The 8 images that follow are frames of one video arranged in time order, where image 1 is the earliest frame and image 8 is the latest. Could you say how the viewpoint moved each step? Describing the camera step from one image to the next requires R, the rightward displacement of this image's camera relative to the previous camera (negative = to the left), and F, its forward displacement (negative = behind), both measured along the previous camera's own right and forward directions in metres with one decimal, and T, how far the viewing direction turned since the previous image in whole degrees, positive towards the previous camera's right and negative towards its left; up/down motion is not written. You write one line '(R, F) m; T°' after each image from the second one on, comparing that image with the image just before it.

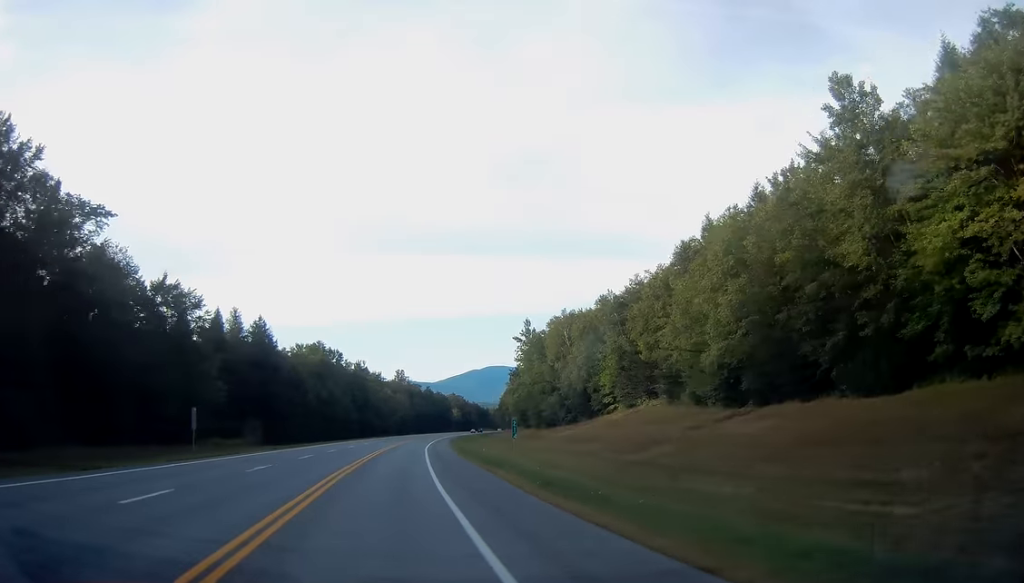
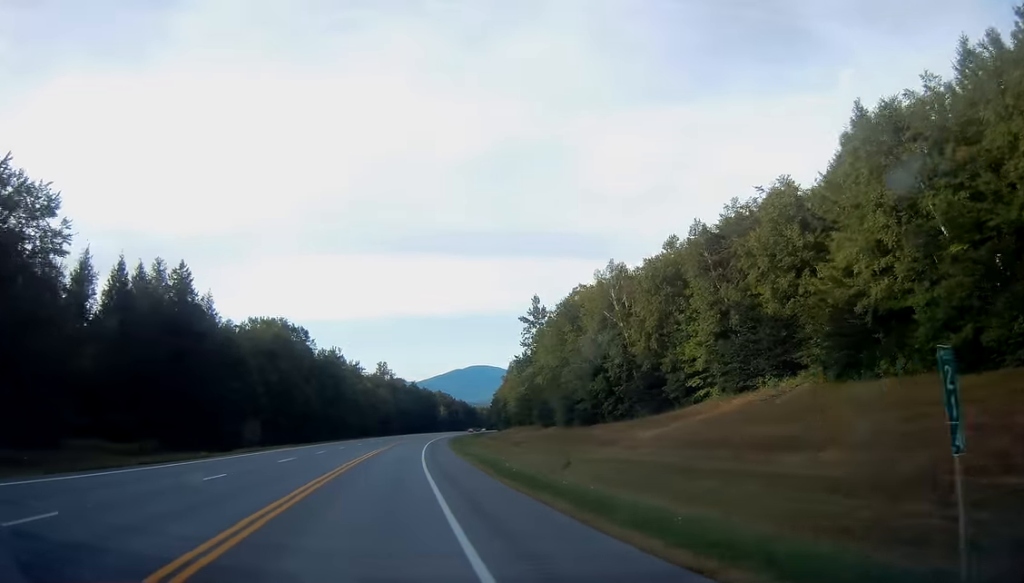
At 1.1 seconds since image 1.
(+0.4, +30.2) m; +2°
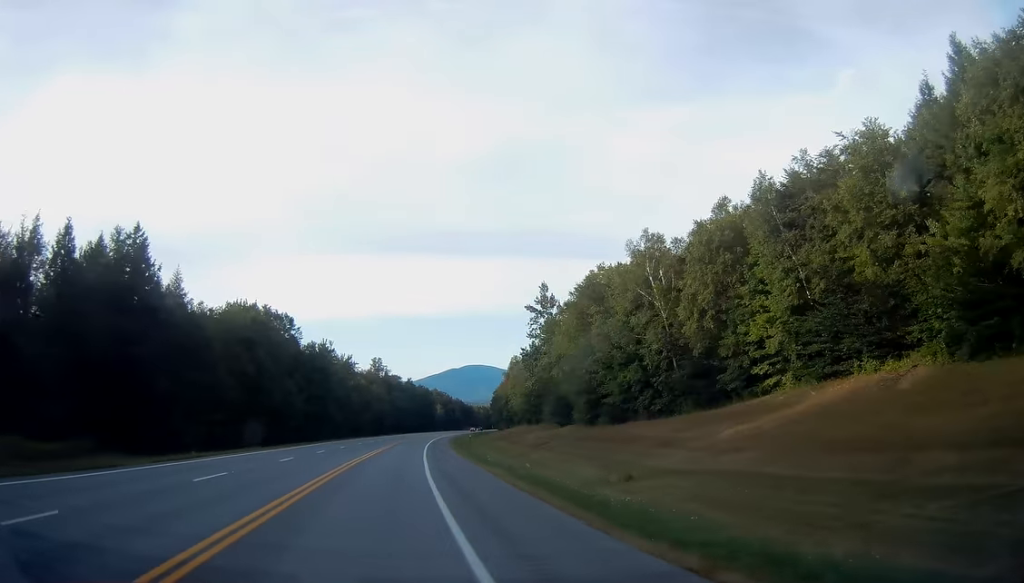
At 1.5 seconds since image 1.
(+0.1, +11.9) m; +1°
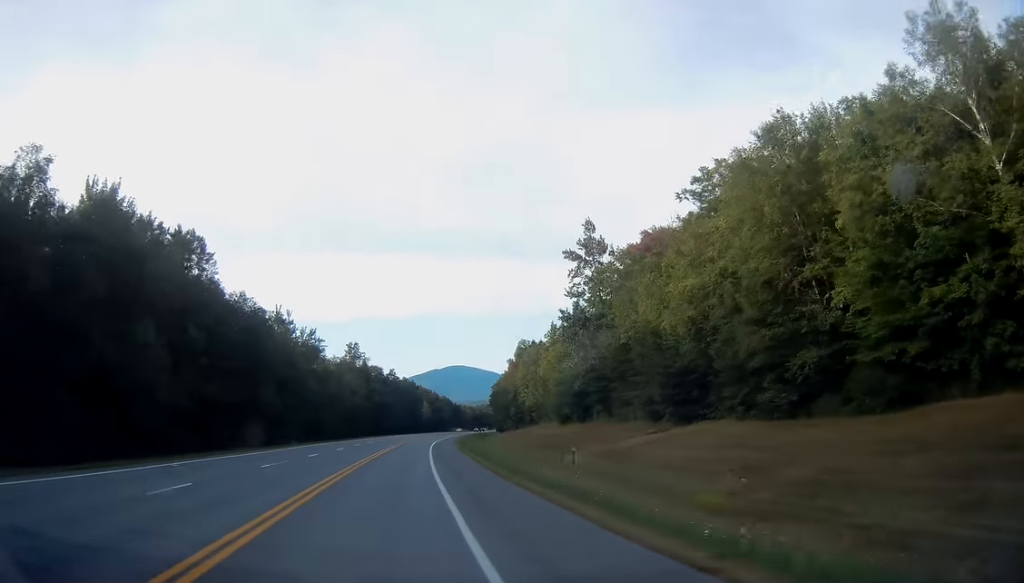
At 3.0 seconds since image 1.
(+0.5, +41.4) m; +1°
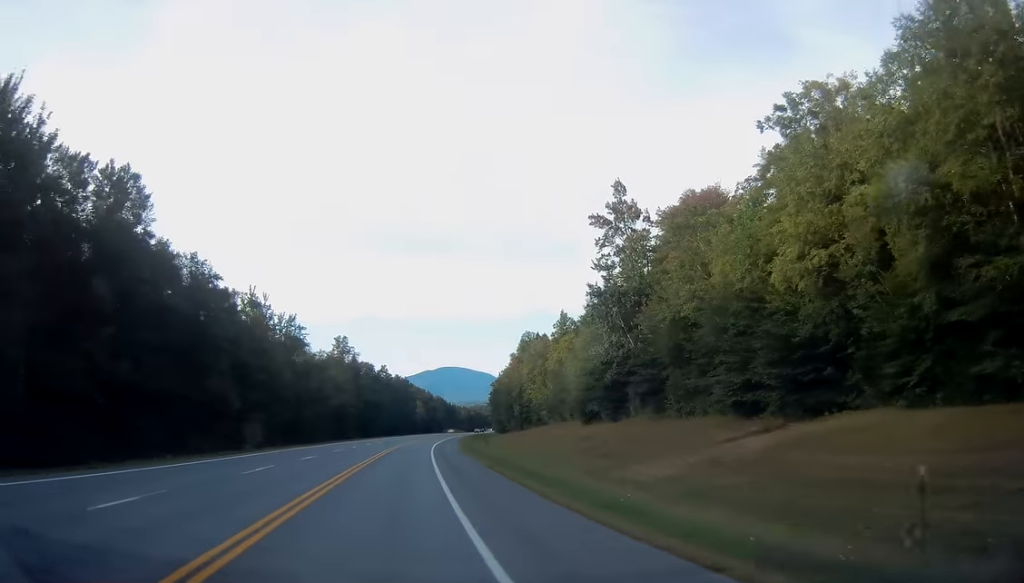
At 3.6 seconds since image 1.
(0.0, +15.6) m; 0°
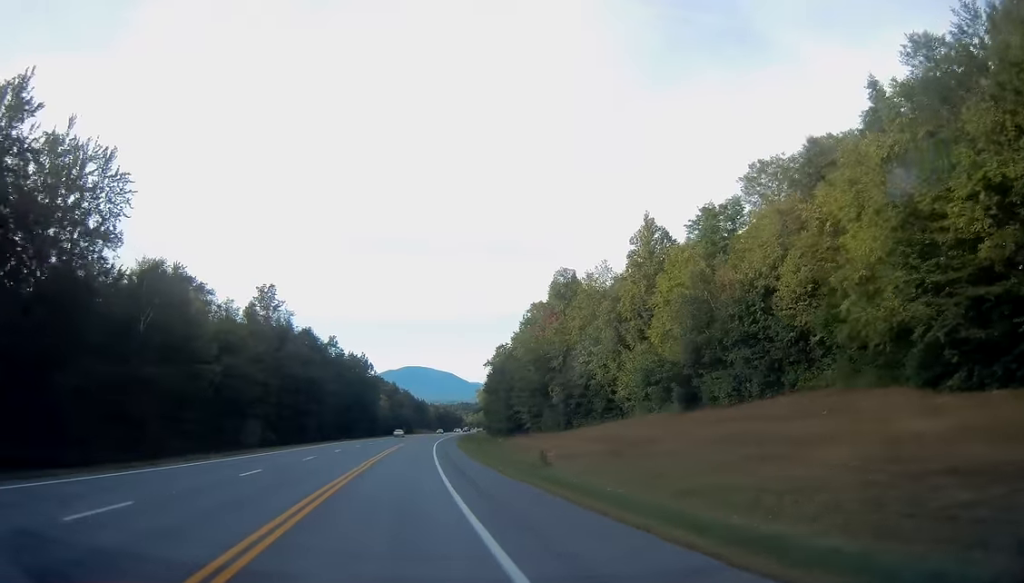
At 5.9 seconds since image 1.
(+1.8, +63.2) m; +3°
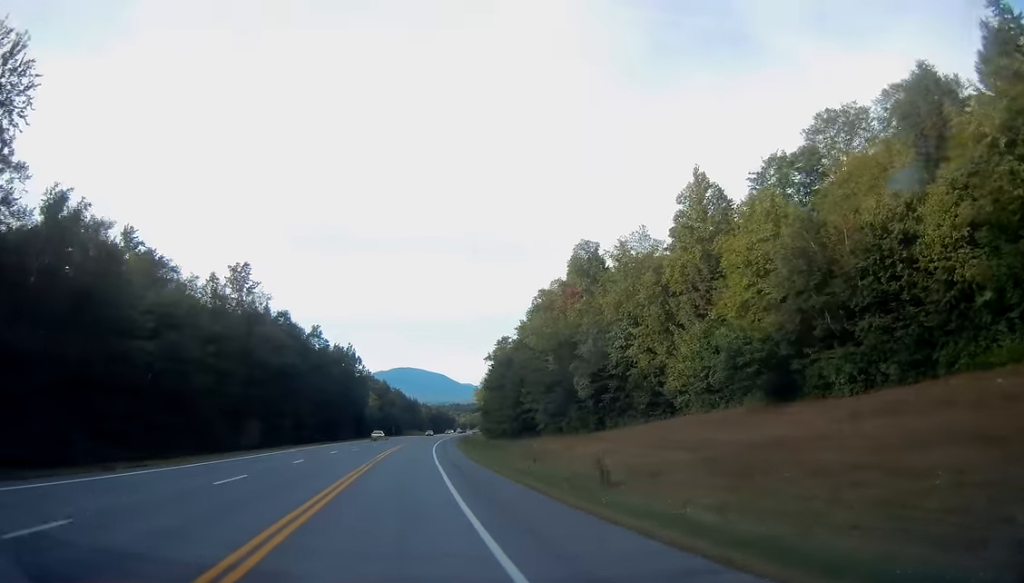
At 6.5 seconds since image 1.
(-0.1, +15.5) m; +1°
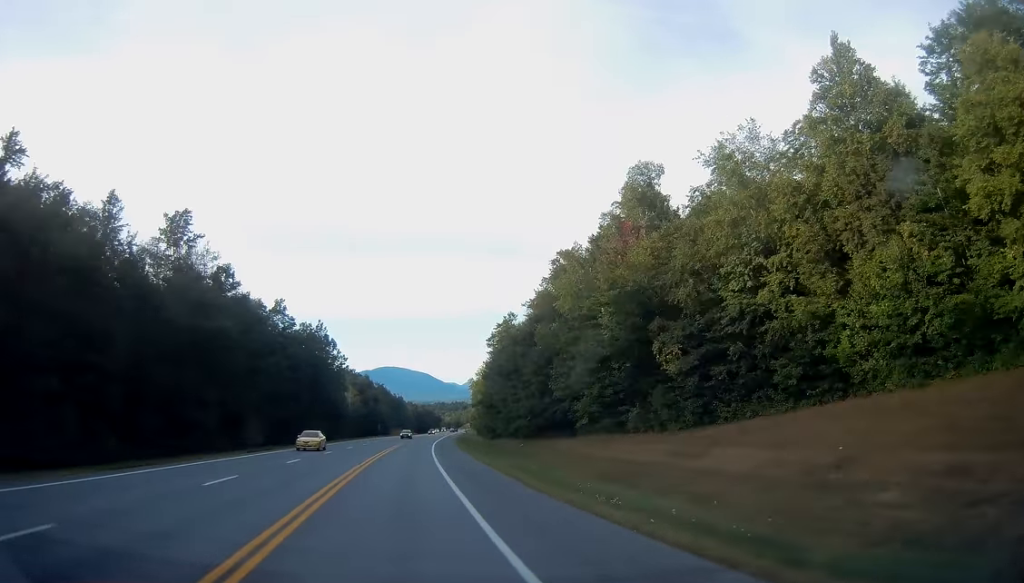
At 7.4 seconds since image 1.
(+0.7, +25.3) m; +1°
